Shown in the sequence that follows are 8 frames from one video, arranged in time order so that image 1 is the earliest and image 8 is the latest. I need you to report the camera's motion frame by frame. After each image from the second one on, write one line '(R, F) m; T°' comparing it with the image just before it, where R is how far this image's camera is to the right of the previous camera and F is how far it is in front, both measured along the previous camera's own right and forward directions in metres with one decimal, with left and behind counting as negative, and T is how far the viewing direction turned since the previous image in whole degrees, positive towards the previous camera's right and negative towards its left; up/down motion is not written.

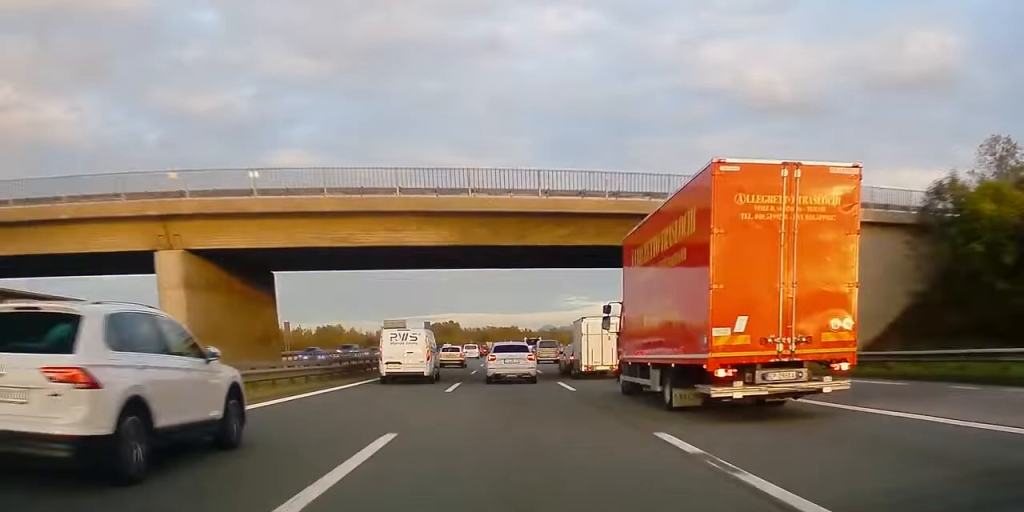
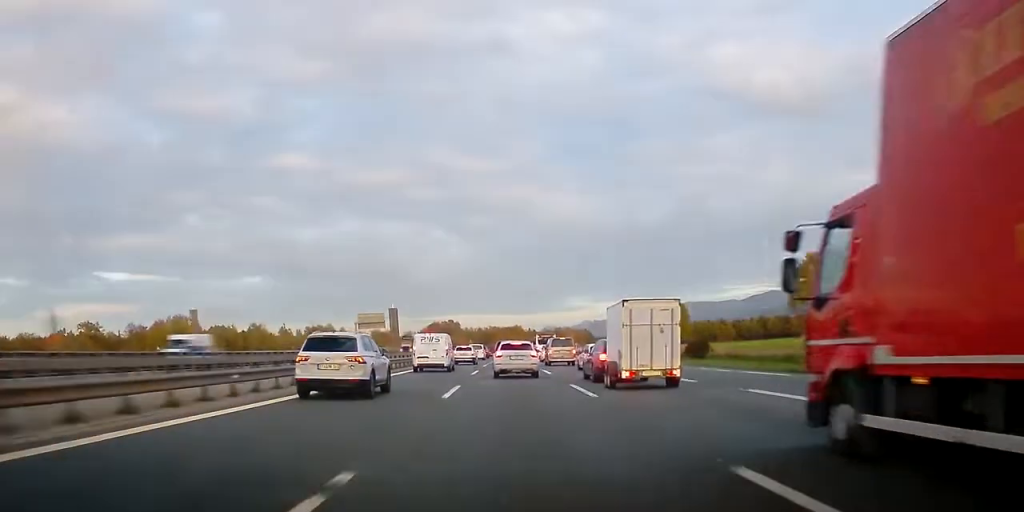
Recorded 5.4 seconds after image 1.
(-0.4, +39.7) m; -1°
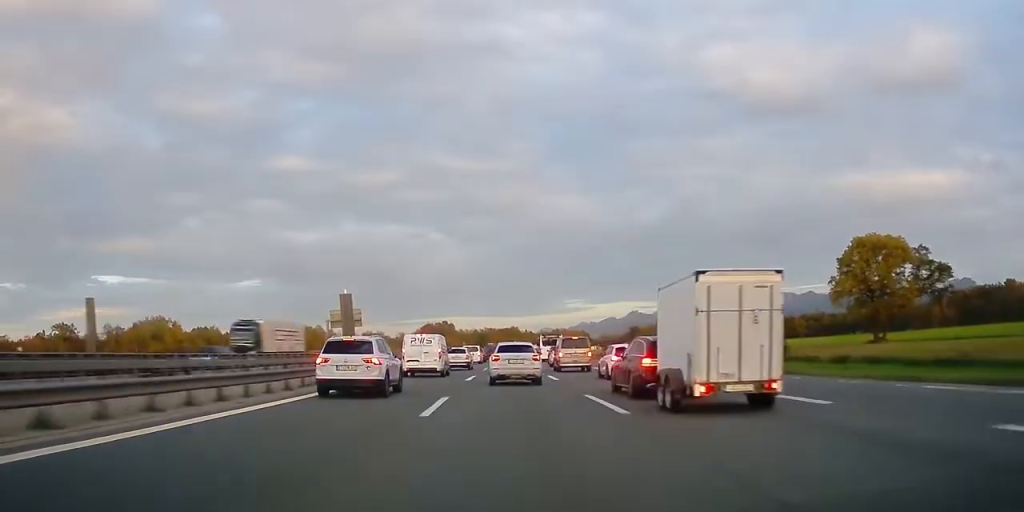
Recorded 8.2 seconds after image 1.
(+0.2, +19.1) m; +1°
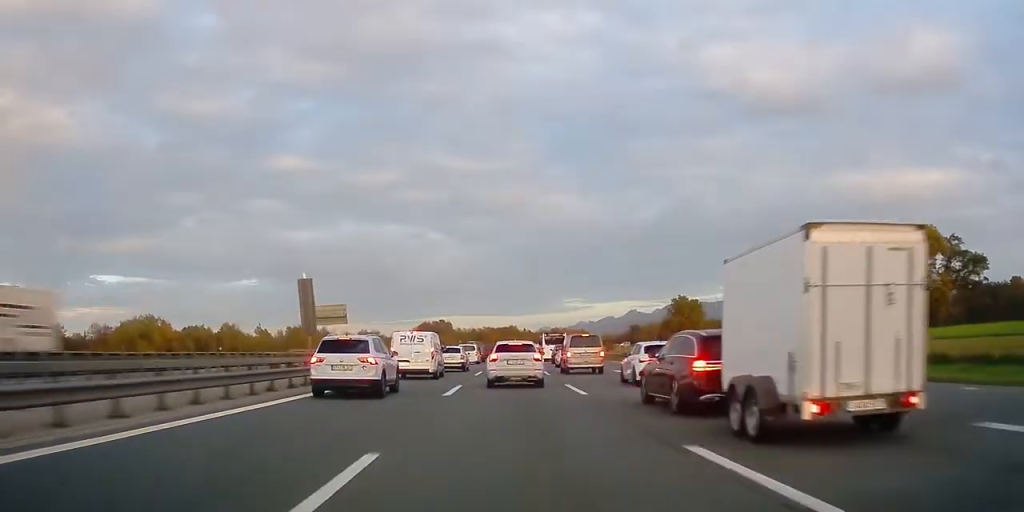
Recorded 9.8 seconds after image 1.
(0.0, +10.2) m; 0°
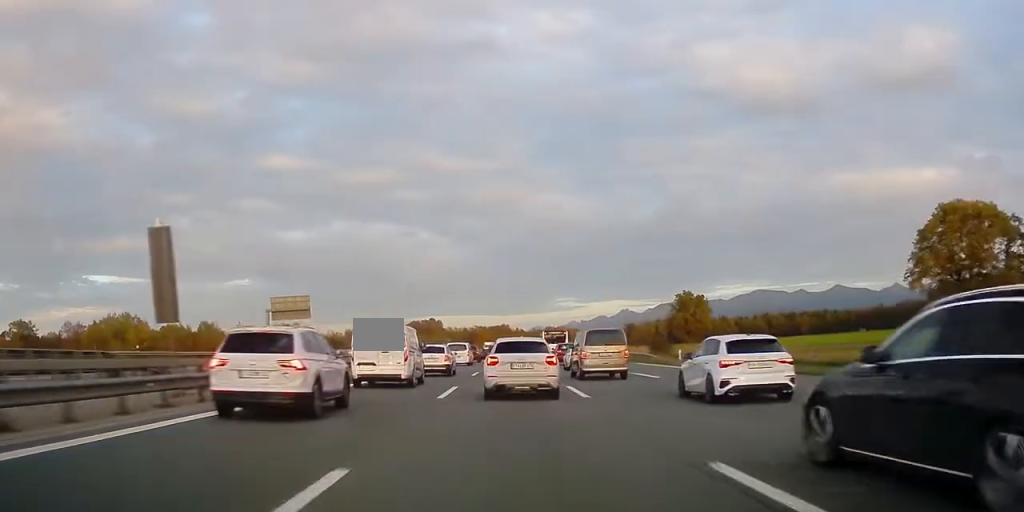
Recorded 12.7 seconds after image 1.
(0.0, +17.8) m; +1°
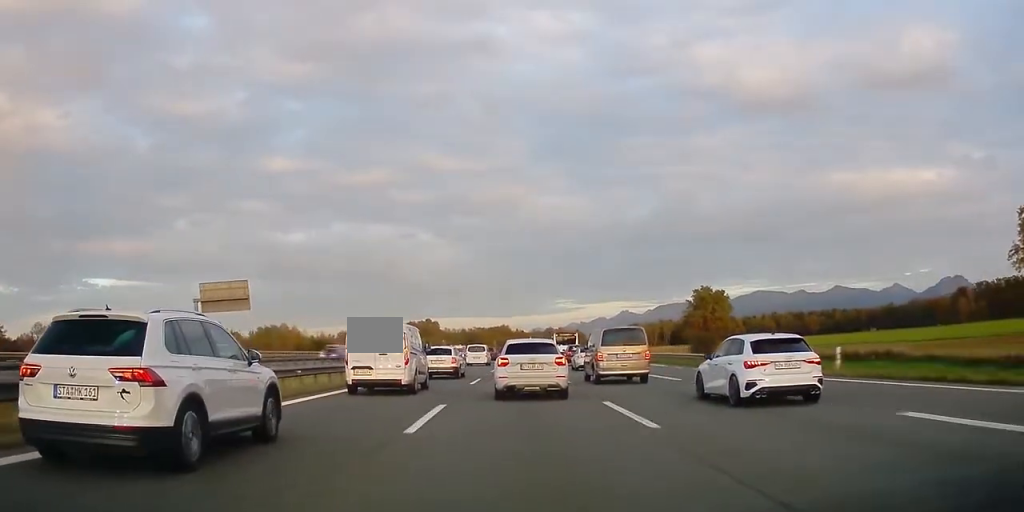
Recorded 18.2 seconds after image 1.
(+0.4, +30.0) m; 0°
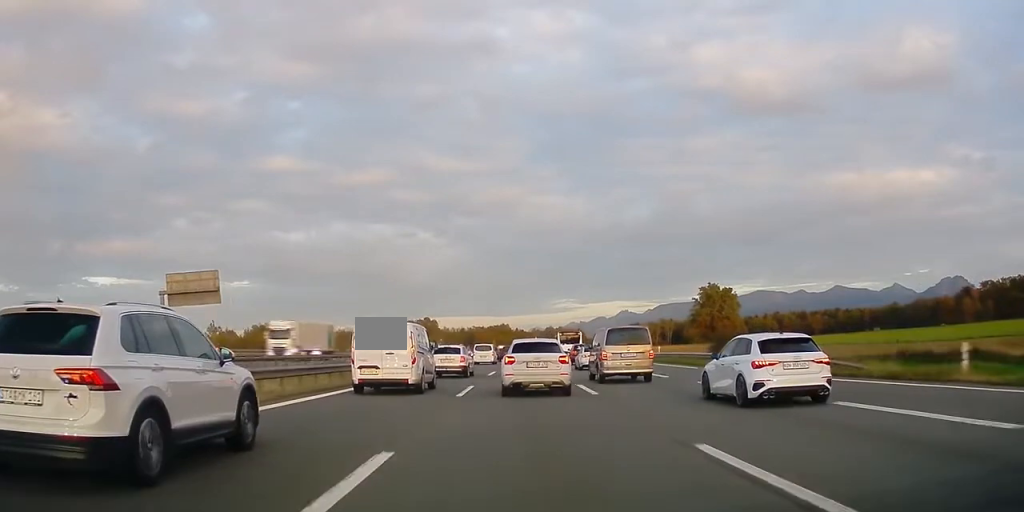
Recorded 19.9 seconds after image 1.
(-0.1, +8.9) m; 0°
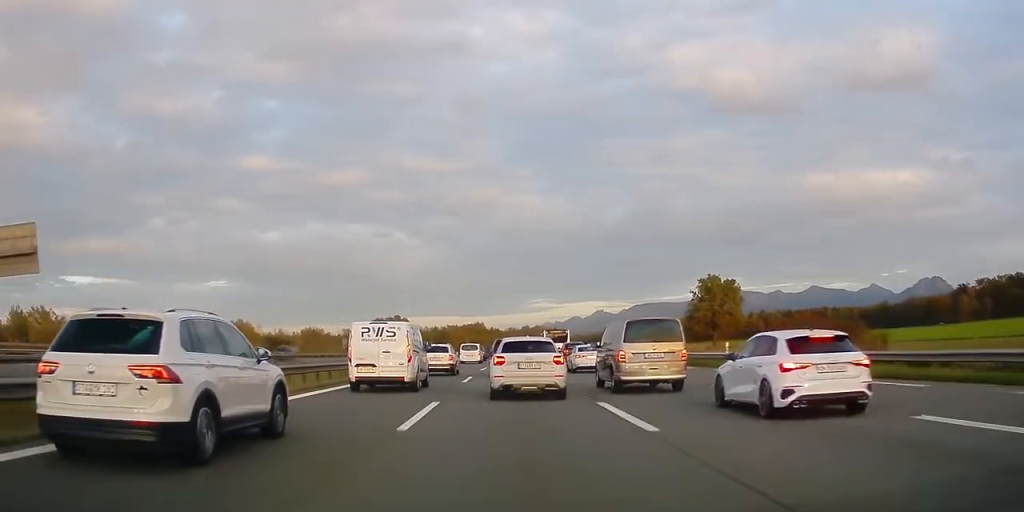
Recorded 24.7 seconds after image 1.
(+0.1, +25.3) m; +1°
